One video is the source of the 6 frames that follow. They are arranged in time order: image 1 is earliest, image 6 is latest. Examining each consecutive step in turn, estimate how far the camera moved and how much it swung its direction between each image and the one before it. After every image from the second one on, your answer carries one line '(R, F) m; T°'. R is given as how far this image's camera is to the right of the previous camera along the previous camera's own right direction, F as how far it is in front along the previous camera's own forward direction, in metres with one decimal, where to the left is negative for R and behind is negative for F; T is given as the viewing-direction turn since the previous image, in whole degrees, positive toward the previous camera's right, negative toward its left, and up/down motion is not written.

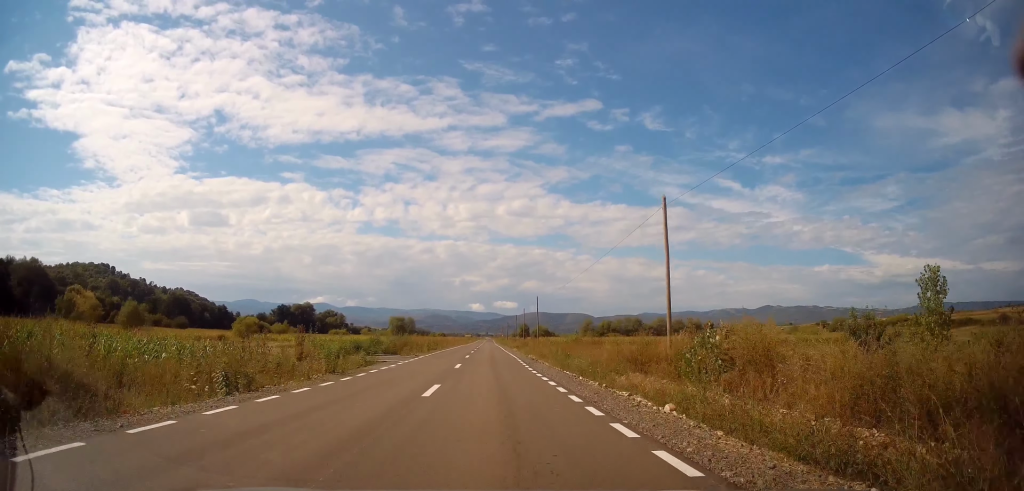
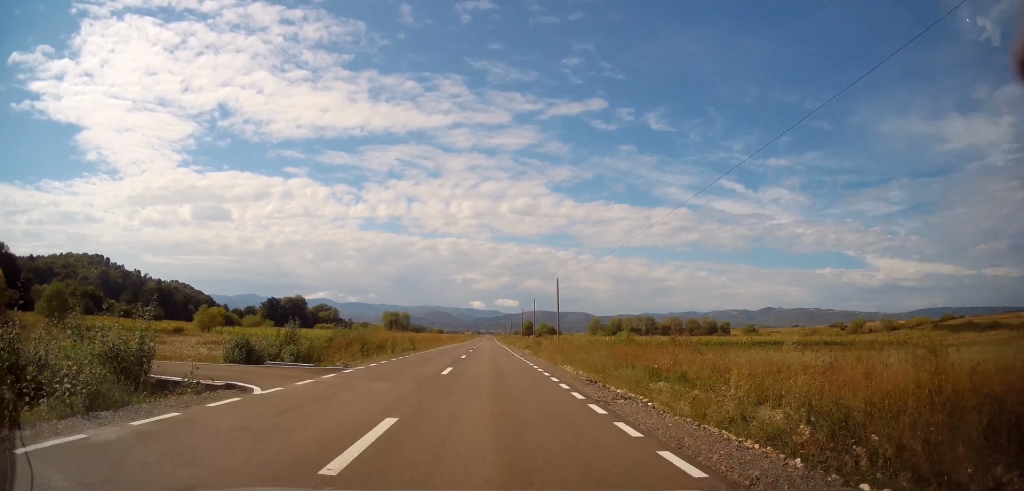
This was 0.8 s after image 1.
(-0.1, +18.4) m; +1°
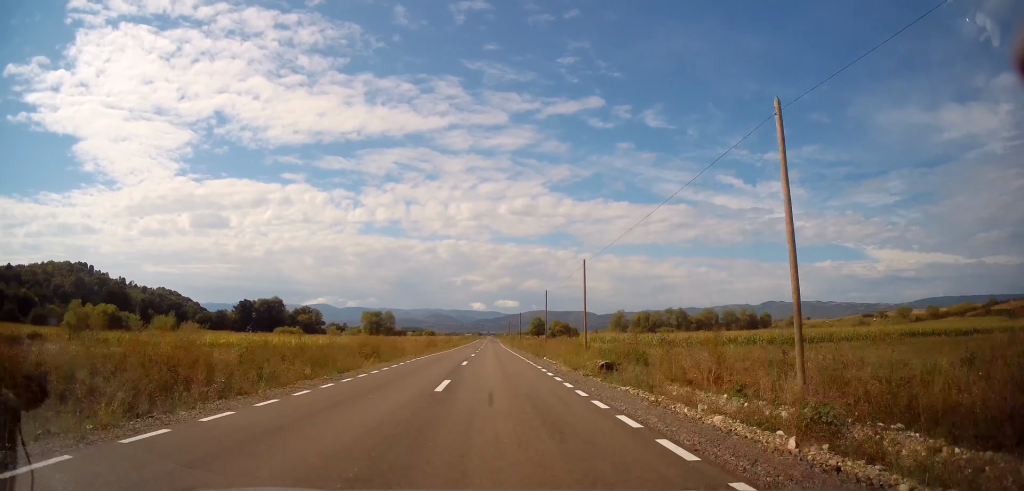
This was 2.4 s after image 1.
(-0.1, +38.4) m; -1°
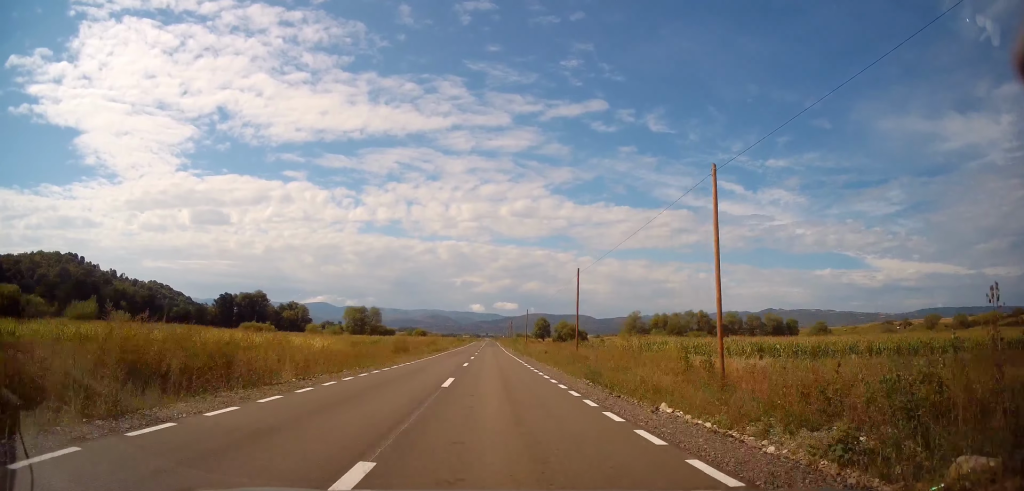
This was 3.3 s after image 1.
(-0.2, +21.5) m; 0°
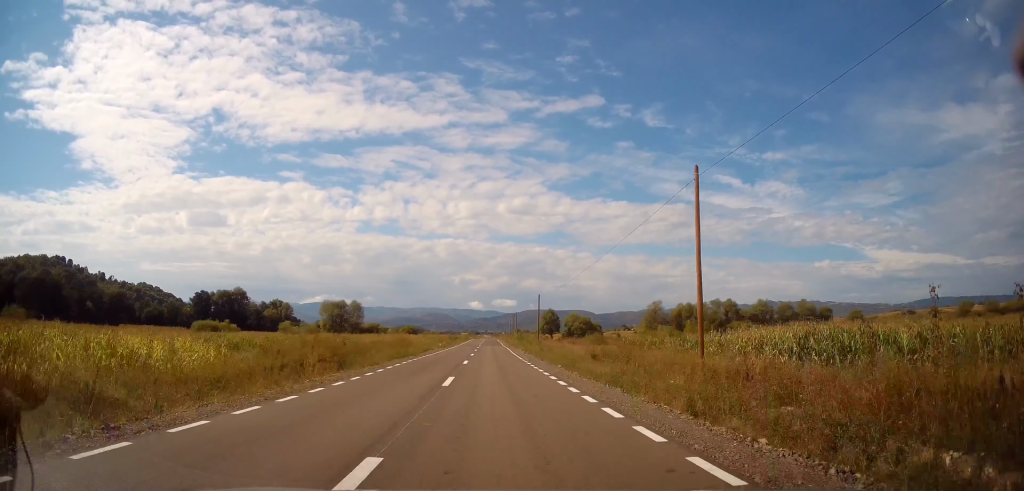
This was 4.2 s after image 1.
(+0.2, +22.9) m; 0°
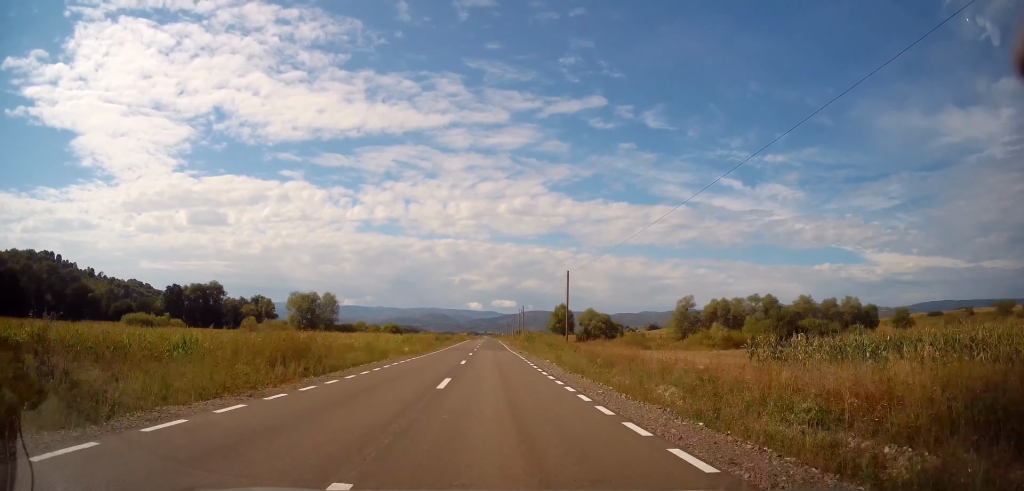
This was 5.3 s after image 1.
(0.0, +24.3) m; 0°
